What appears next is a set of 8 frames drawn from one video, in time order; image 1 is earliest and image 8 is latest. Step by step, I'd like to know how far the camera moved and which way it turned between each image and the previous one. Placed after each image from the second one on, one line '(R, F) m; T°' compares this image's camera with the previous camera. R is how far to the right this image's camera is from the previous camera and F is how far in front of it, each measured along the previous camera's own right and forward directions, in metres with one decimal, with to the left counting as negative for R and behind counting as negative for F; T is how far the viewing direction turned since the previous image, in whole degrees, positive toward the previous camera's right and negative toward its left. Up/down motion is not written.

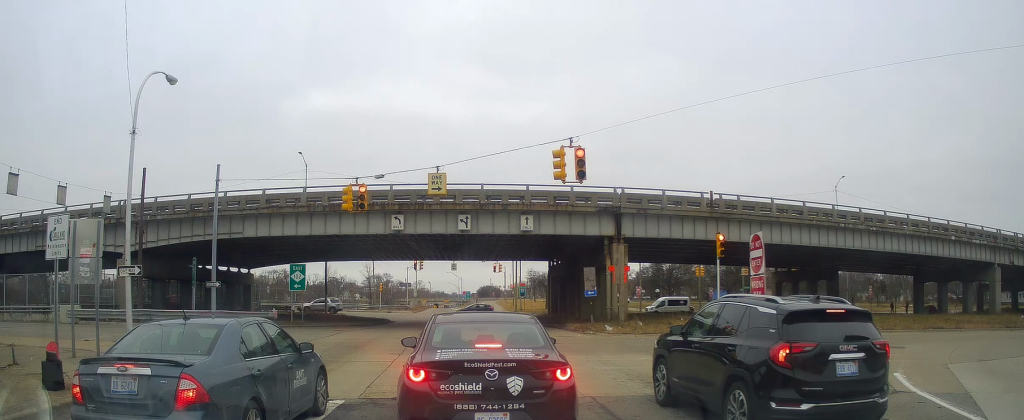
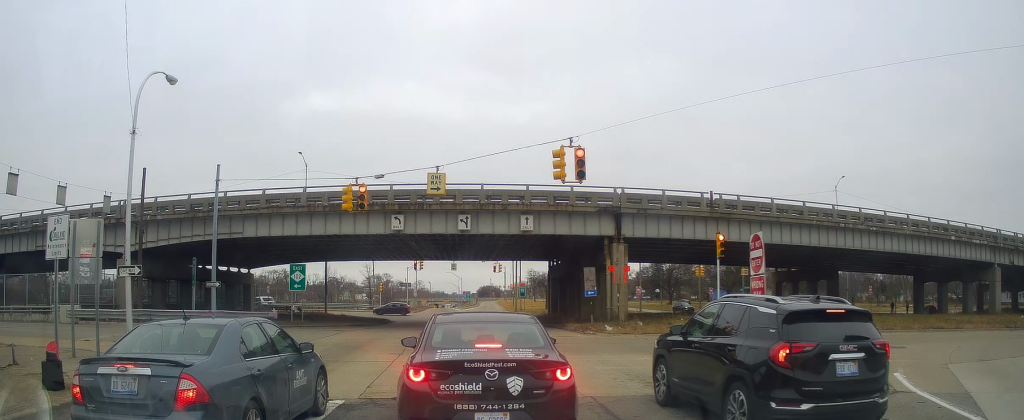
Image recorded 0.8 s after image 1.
(0.0, 0.0) m; 0°
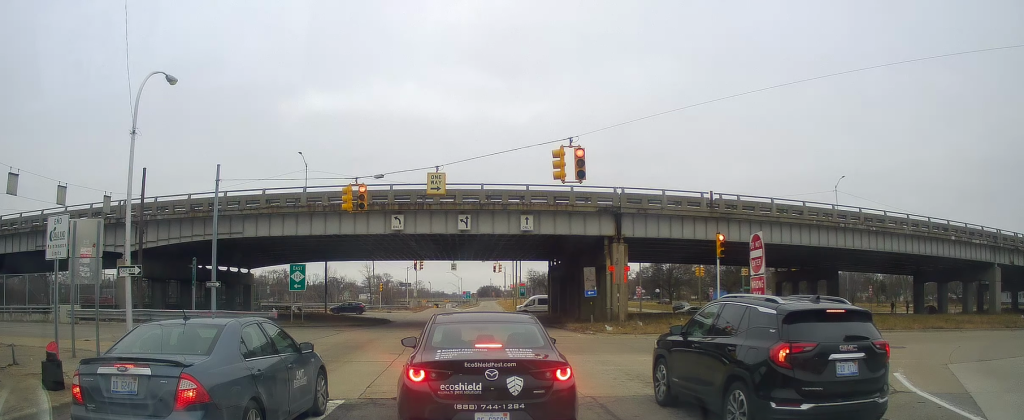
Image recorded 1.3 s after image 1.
(0.0, 0.0) m; 0°
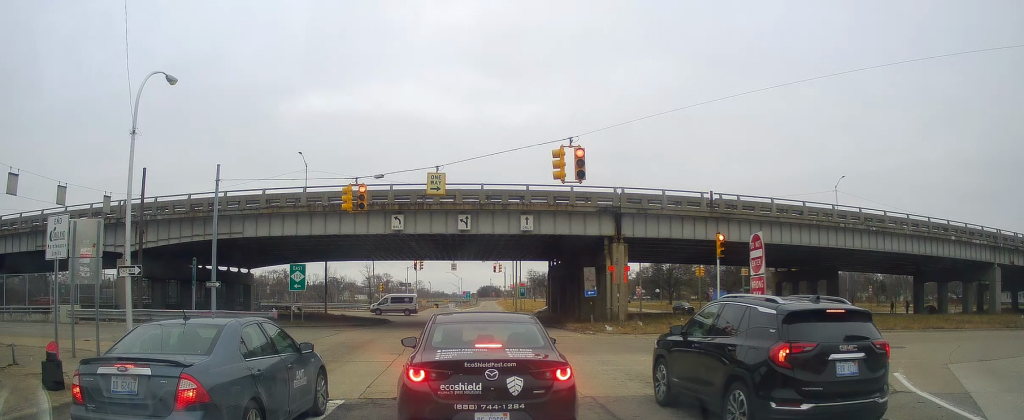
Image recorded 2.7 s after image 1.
(0.0, 0.0) m; 0°
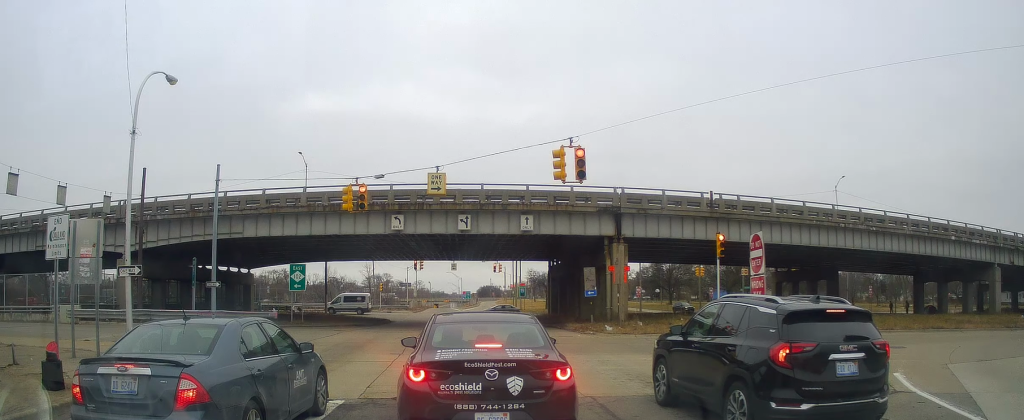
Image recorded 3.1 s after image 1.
(0.0, 0.0) m; 0°
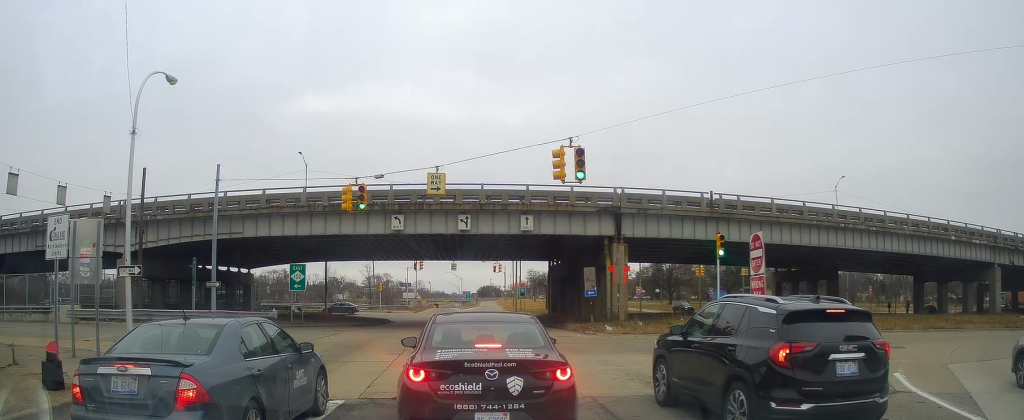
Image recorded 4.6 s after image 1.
(0.0, 0.0) m; 0°
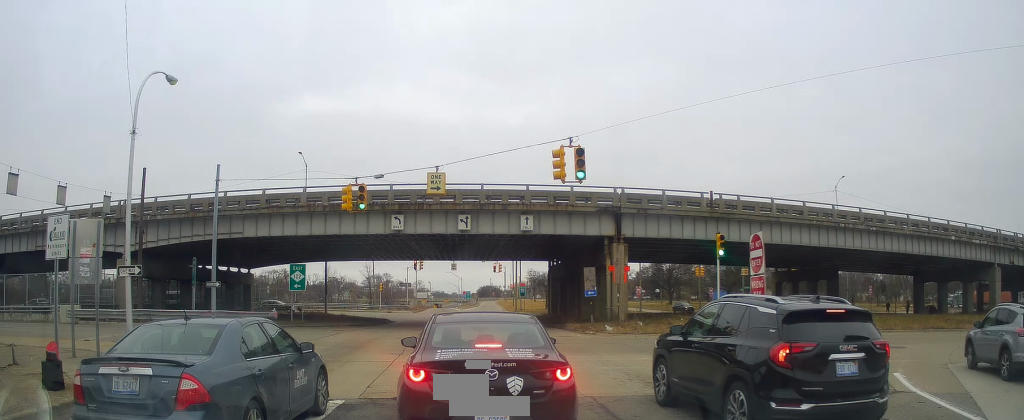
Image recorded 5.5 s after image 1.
(0.0, 0.0) m; 0°
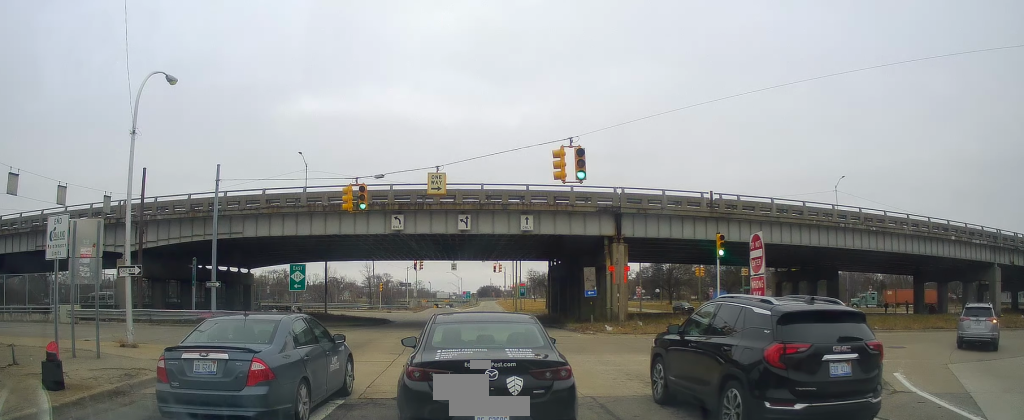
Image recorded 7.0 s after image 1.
(0.0, 0.0) m; 0°
